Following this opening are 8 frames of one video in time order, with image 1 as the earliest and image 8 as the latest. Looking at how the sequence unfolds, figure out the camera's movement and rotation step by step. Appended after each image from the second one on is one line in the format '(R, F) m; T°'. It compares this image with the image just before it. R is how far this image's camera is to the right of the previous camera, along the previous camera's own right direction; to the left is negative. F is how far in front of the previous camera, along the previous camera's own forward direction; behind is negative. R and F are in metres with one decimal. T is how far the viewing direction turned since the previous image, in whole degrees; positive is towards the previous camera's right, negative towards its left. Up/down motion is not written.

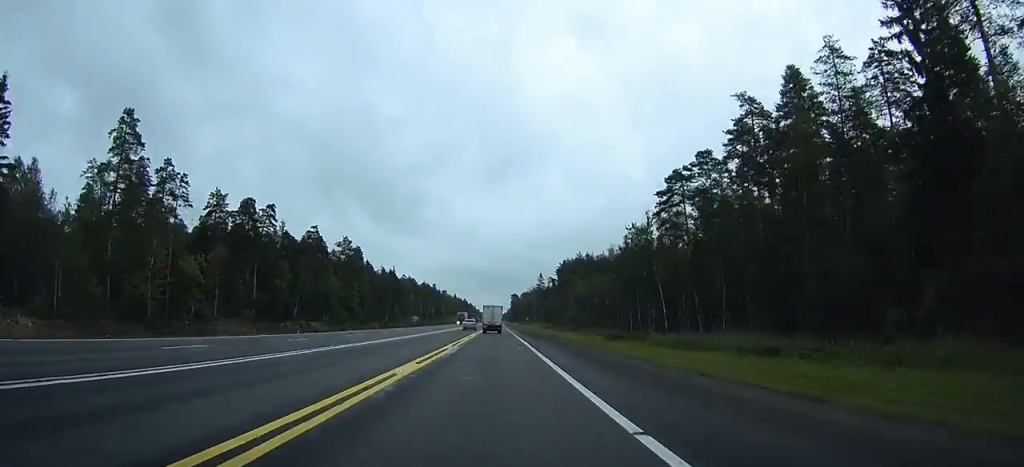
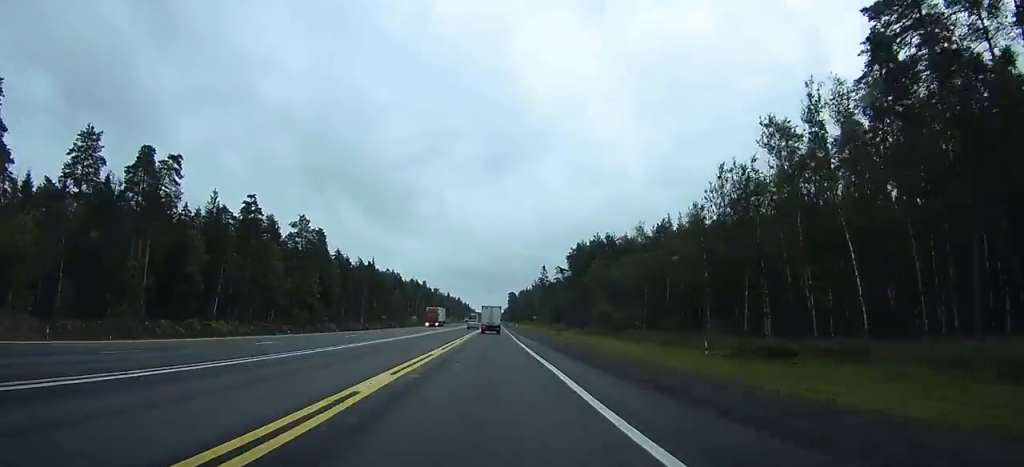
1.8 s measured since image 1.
(-0.1, +39.7) m; 0°
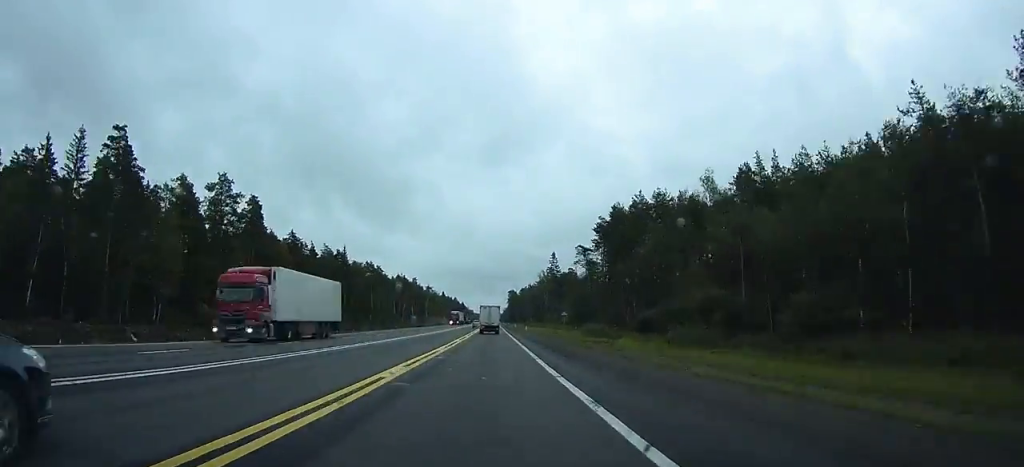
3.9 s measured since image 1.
(+0.1, +45.4) m; 0°
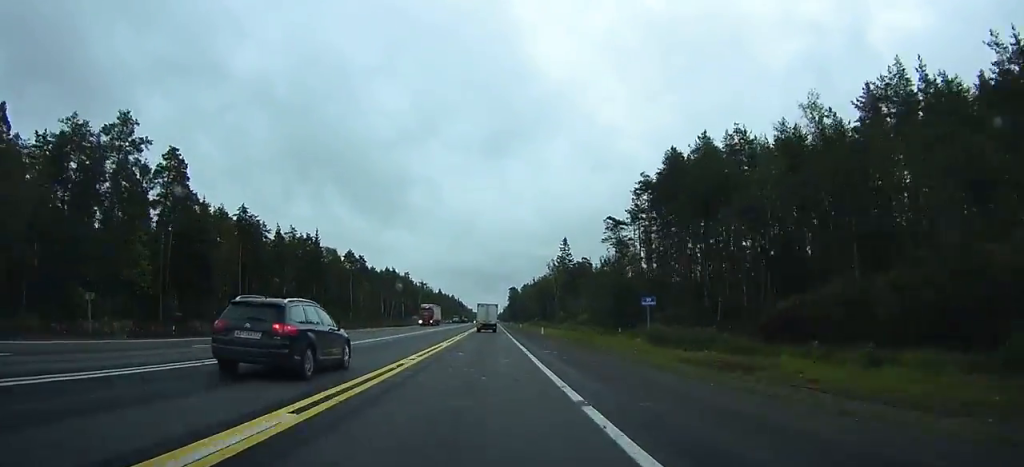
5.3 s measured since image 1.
(+0.1, +31.7) m; 0°
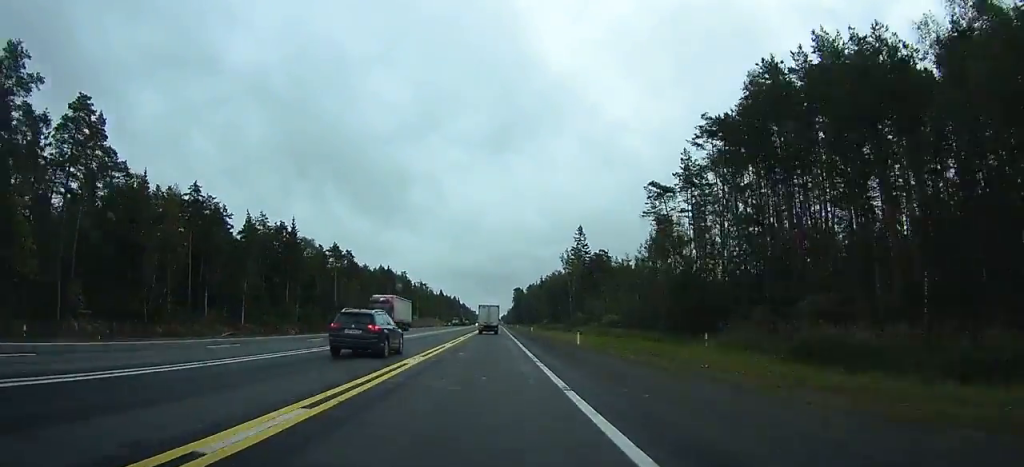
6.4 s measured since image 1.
(0.0, +22.3) m; 0°
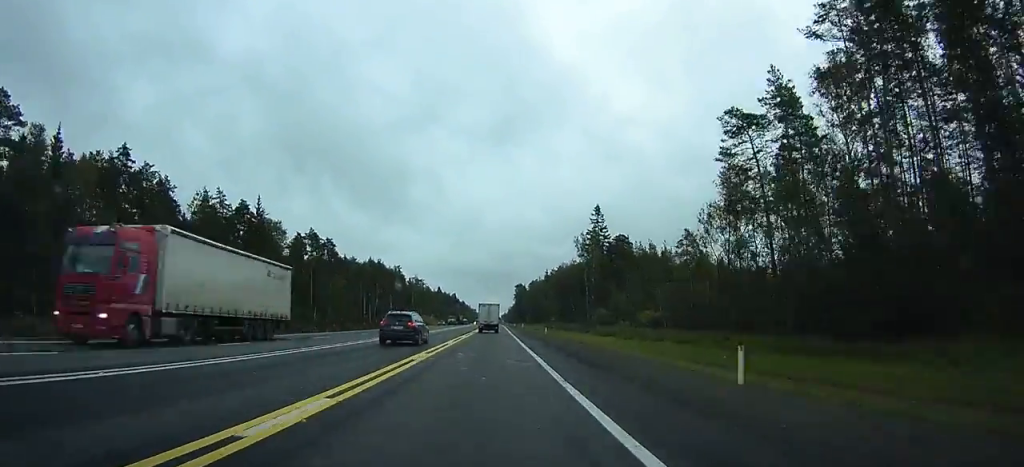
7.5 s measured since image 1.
(0.0, +22.0) m; 0°
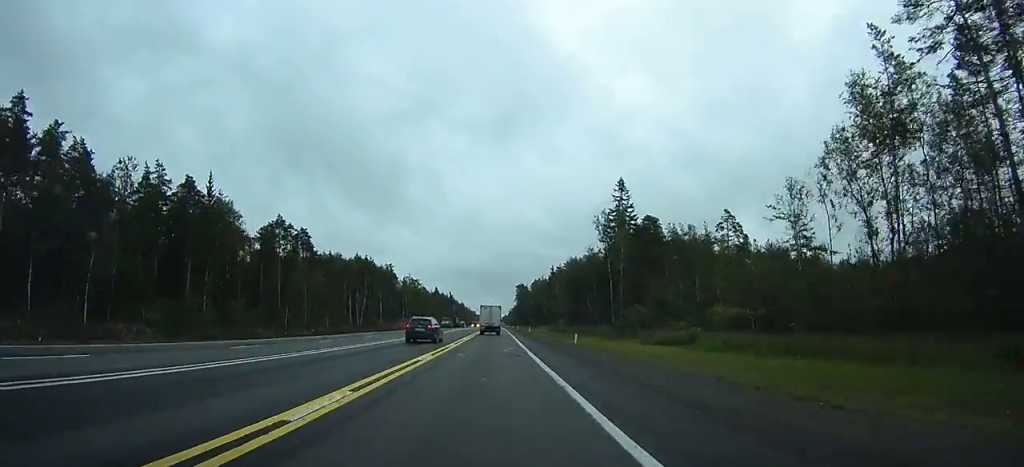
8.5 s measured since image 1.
(-0.1, +20.7) m; 0°
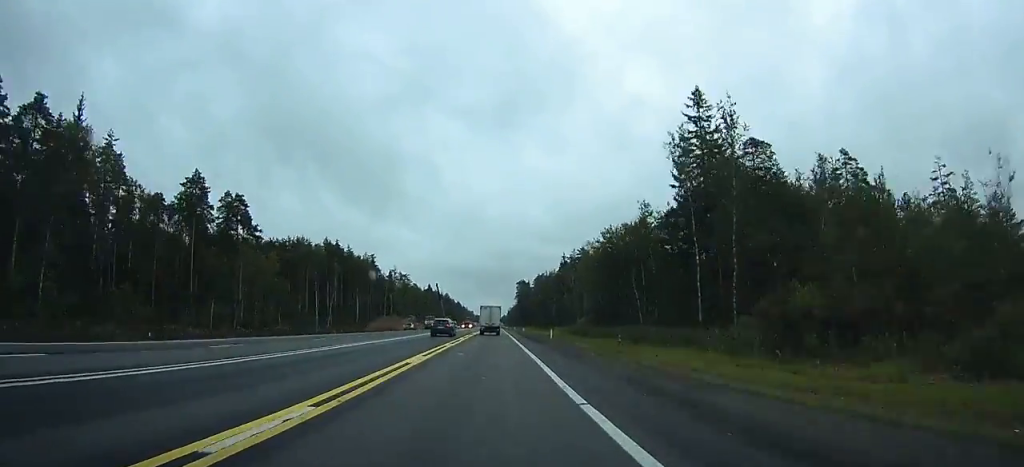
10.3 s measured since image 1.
(-0.1, +33.4) m; 0°
